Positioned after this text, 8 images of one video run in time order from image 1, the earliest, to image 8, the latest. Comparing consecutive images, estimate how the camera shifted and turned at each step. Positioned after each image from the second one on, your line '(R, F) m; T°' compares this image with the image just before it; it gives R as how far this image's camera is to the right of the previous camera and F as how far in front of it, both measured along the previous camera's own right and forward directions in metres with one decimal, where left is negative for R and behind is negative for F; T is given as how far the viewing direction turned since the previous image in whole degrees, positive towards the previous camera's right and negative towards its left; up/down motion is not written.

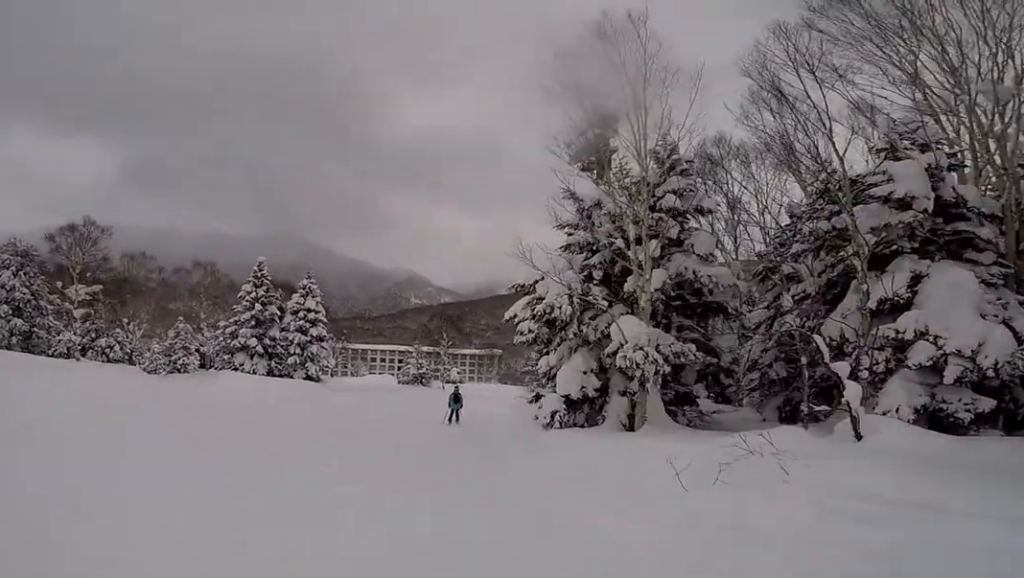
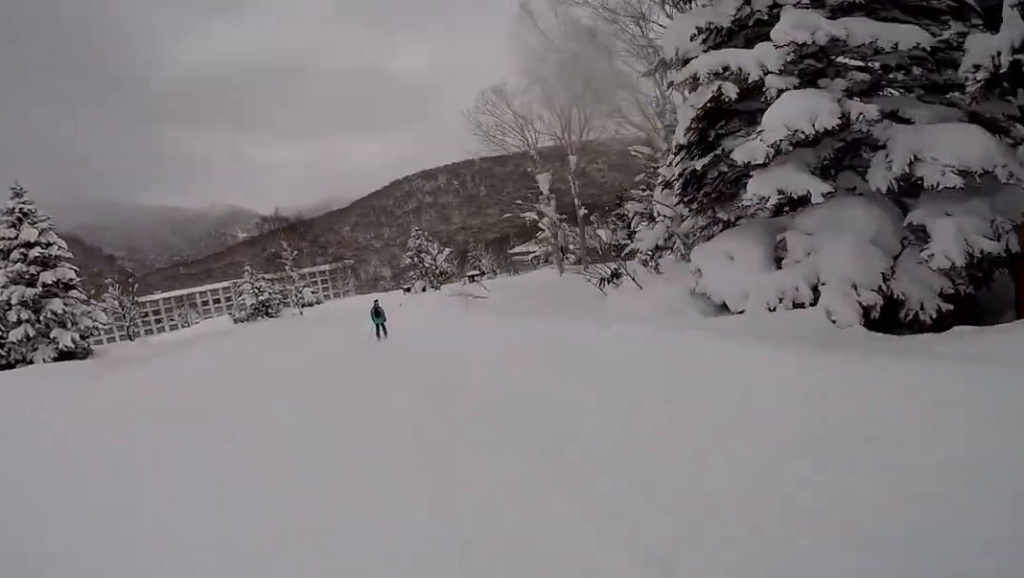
(+1.3, +15.5) m; +8°
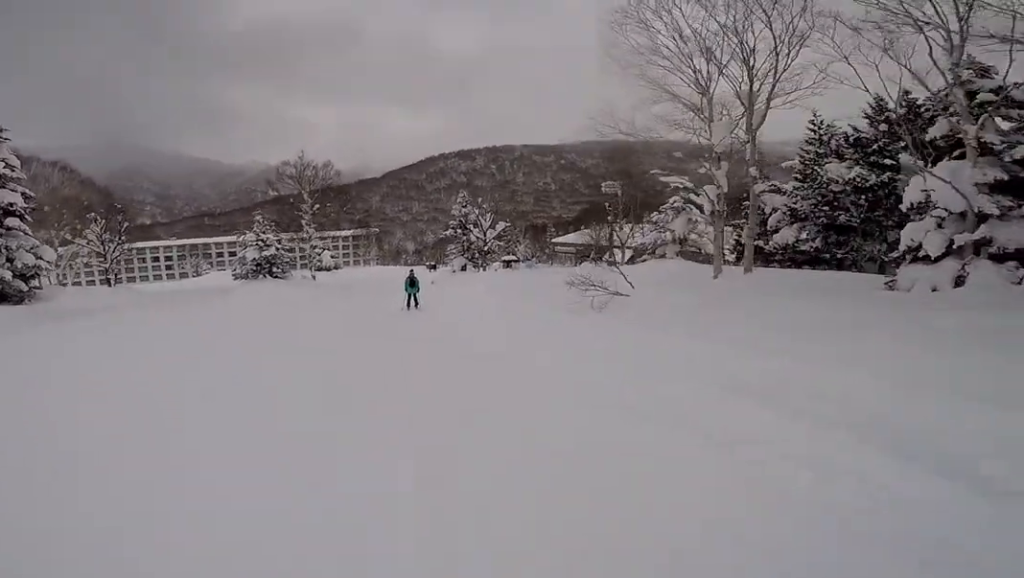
(-0.1, +7.4) m; +1°
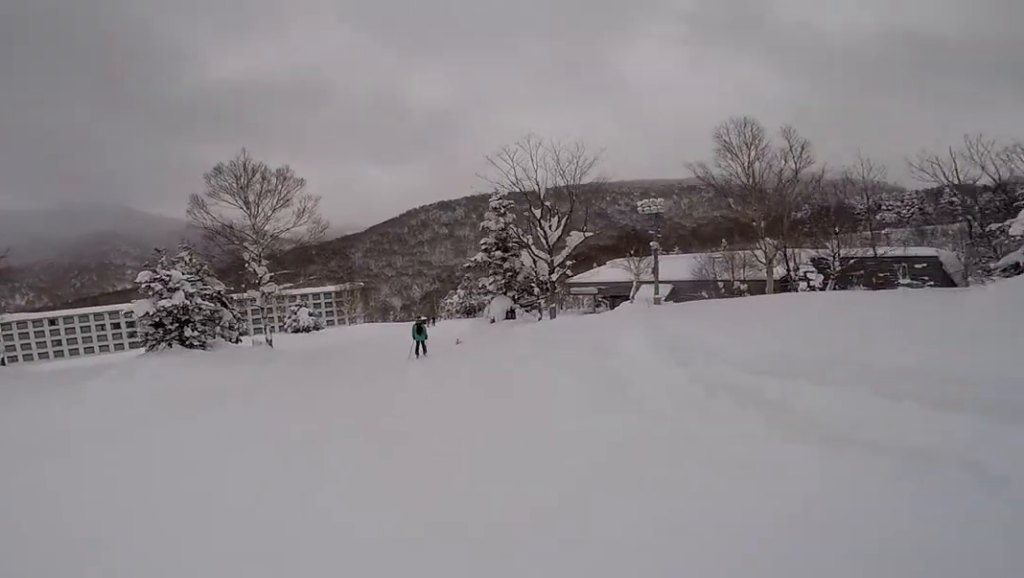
(+0.7, +13.3) m; +8°
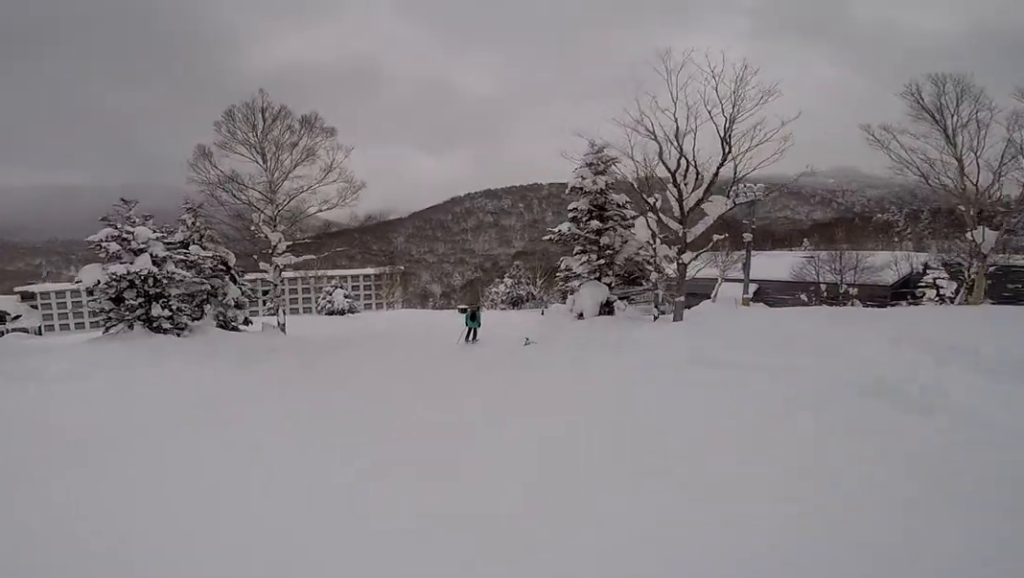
(-0.2, +5.4) m; +5°
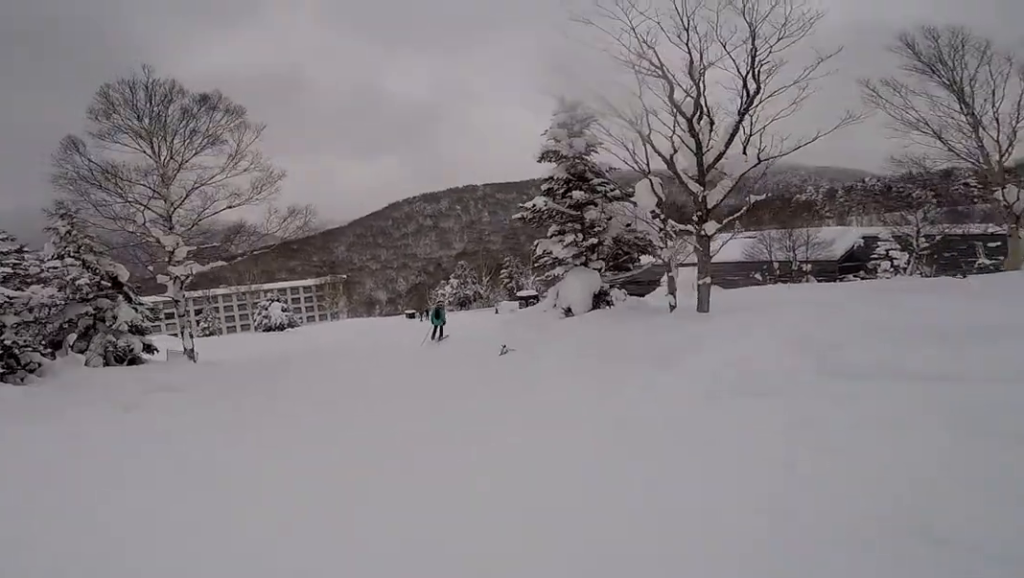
(+0.3, +3.4) m; +1°
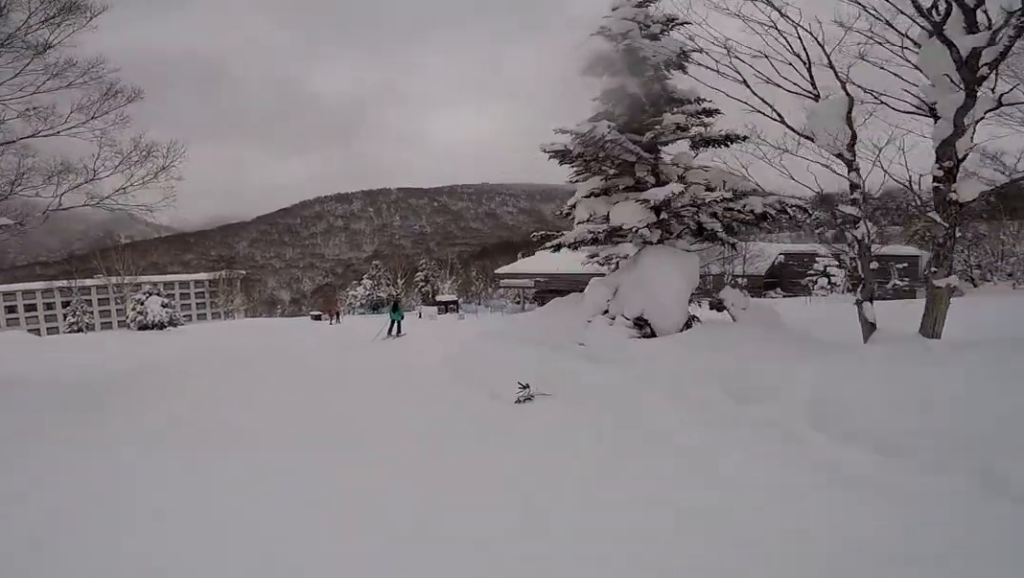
(+0.4, +5.7) m; 0°
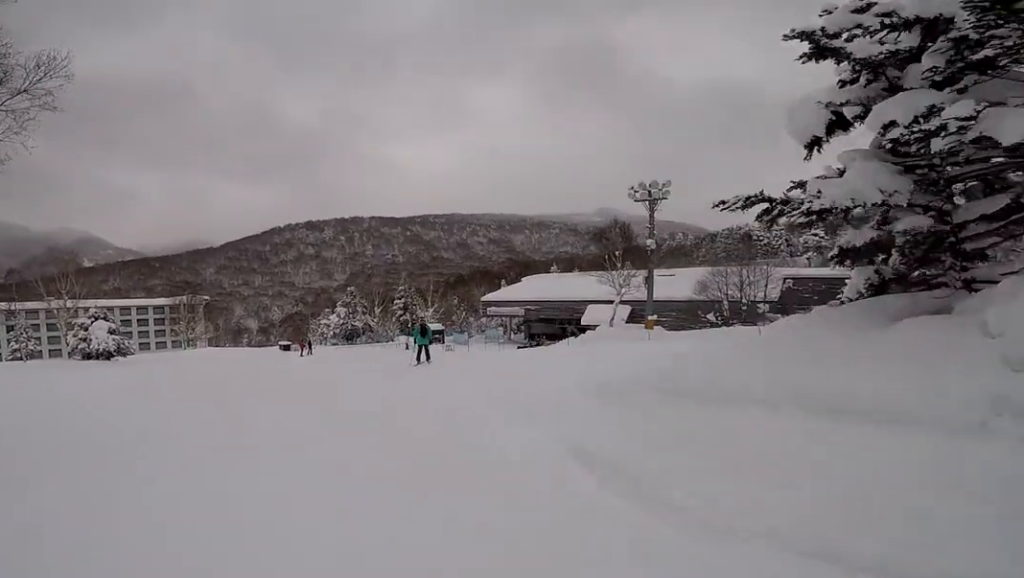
(-0.7, +4.9) m; 0°
